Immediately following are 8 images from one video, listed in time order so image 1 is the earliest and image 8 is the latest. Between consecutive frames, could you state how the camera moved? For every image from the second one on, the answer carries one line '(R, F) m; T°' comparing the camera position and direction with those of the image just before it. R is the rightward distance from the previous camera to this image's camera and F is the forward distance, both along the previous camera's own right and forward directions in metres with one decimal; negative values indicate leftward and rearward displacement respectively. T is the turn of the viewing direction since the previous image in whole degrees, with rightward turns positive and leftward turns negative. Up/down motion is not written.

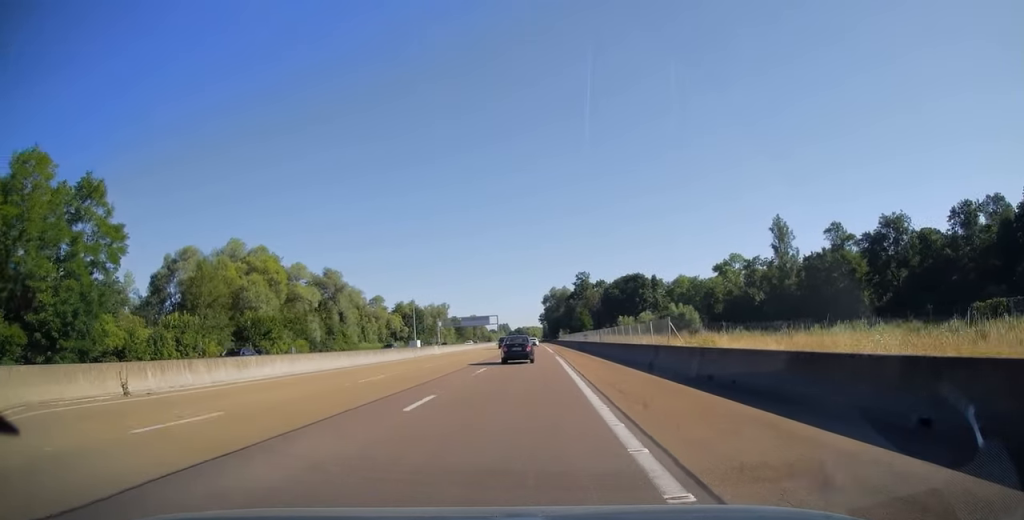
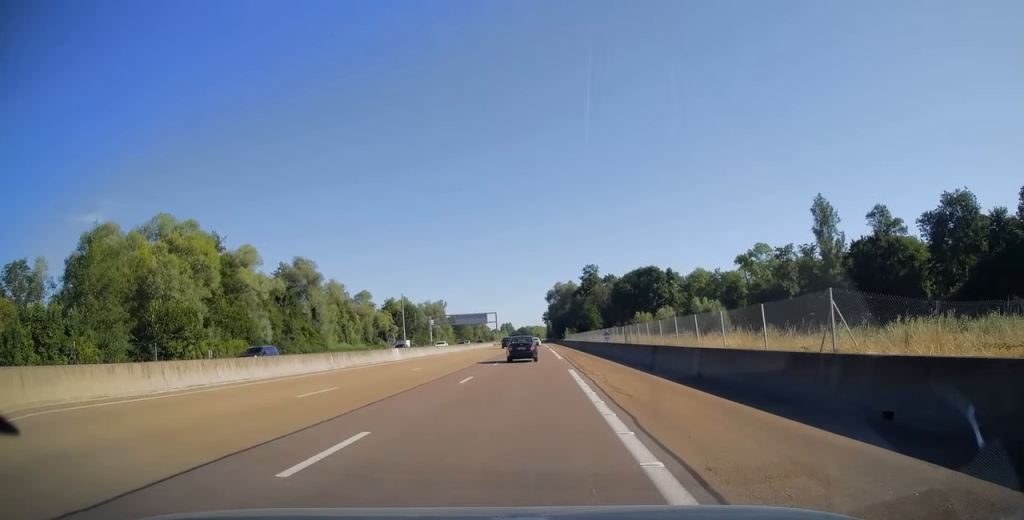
(0.0, +18.7) m; 0°
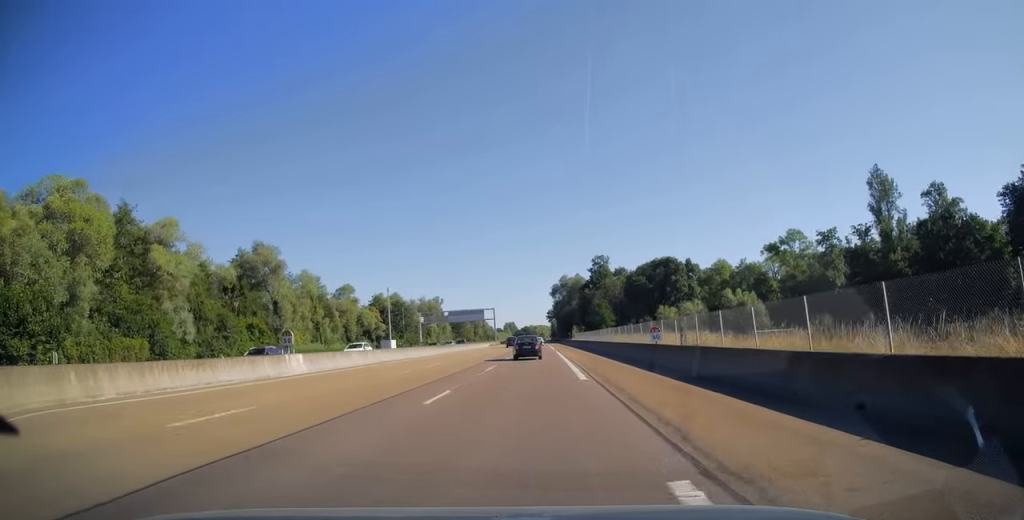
(0.0, +19.2) m; 0°
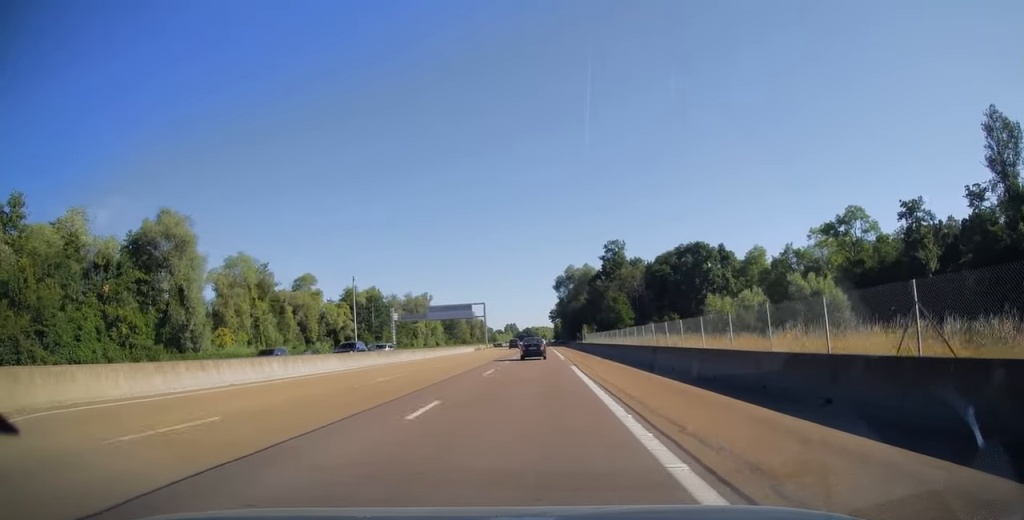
(-0.1, +28.4) m; 0°
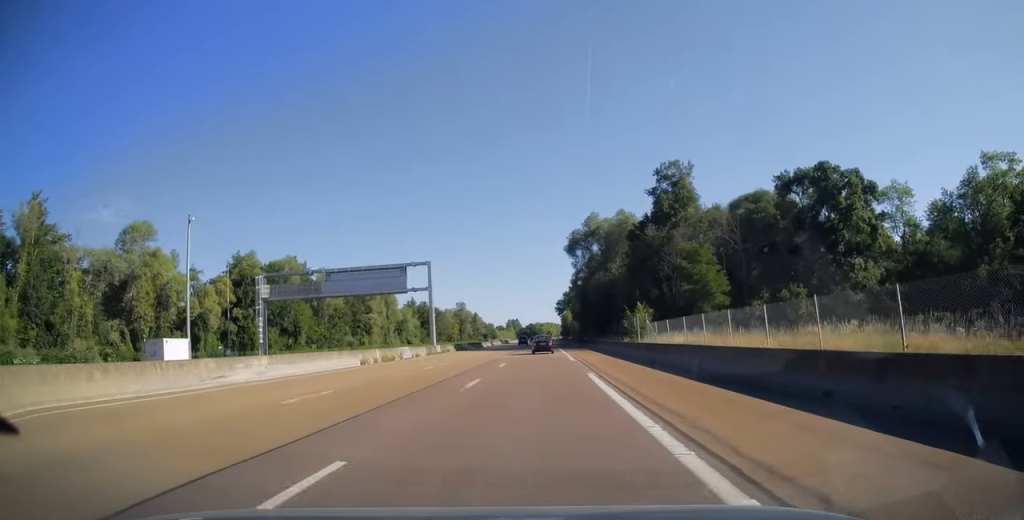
(-0.3, +59.3) m; -1°
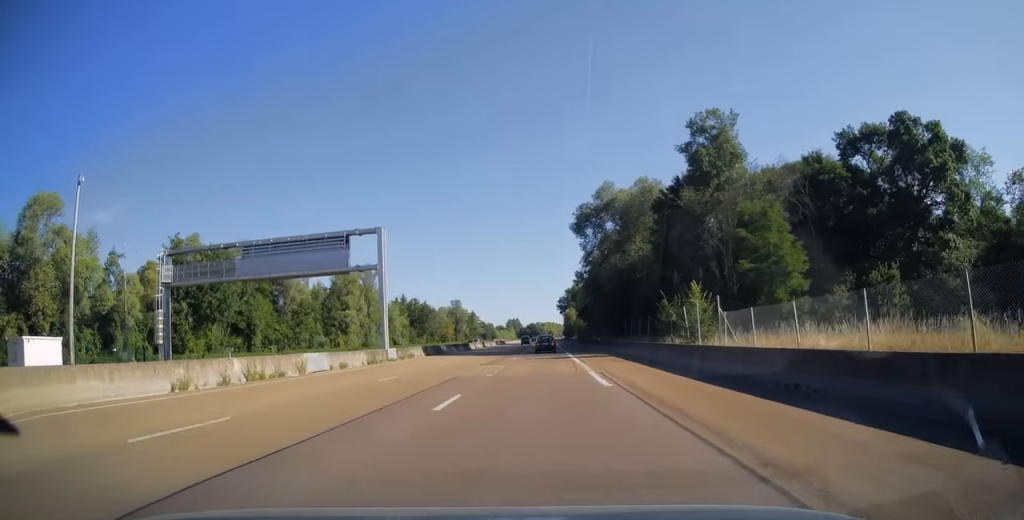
(-0.1, +18.3) m; 0°
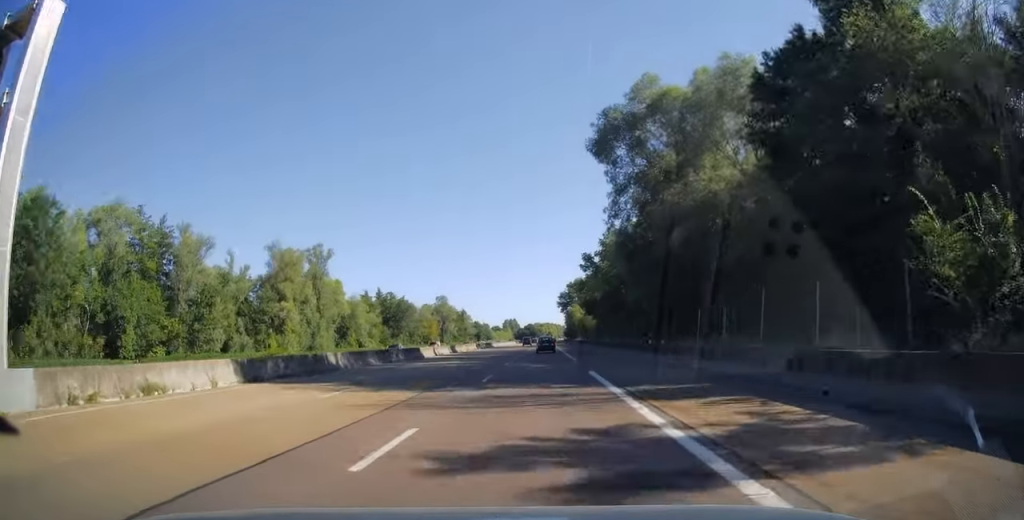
(0.0, +31.4) m; 0°
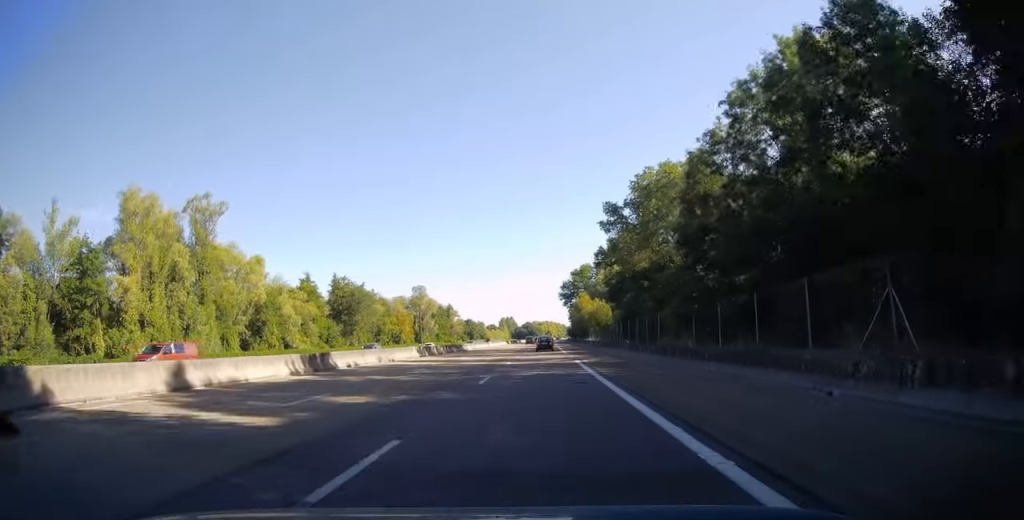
(0.0, +40.6) m; 0°
